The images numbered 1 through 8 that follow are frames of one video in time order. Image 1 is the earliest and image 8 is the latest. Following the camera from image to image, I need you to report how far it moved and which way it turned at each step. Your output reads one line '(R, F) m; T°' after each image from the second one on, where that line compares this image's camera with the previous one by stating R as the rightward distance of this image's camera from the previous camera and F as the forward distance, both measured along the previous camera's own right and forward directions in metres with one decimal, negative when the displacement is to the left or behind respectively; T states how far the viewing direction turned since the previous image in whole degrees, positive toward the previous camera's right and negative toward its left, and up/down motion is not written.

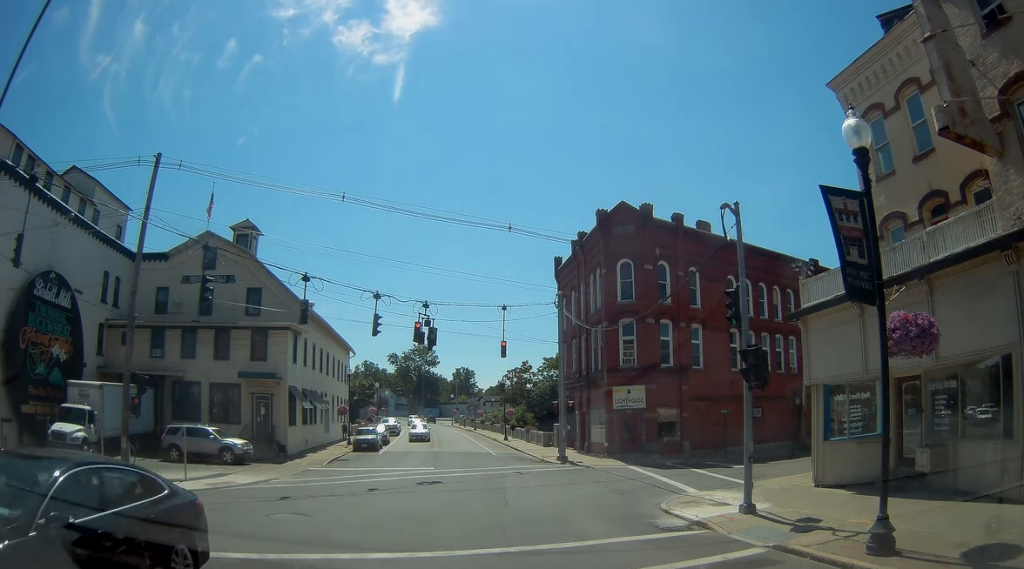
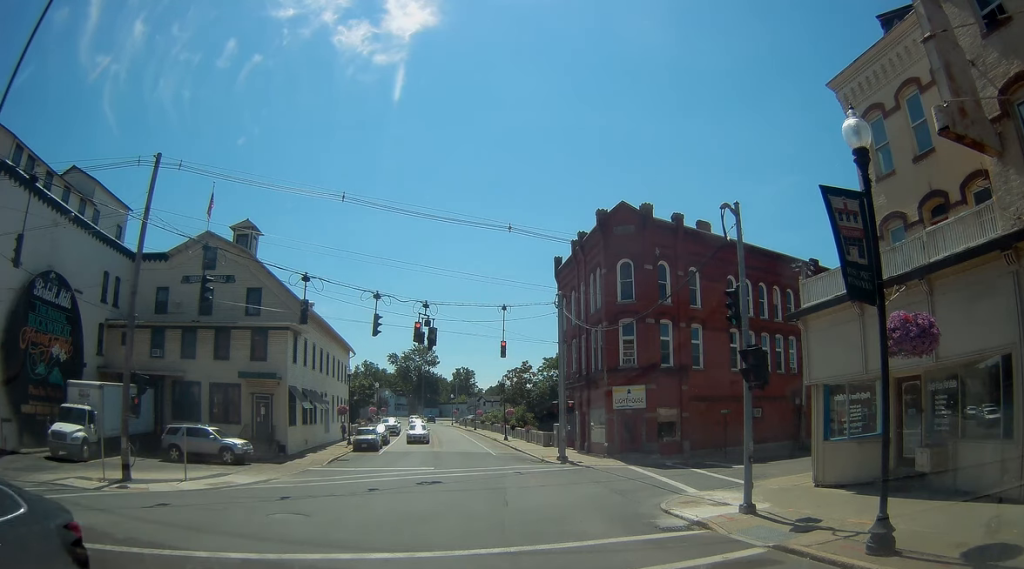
(0.0, 0.0) m; 0°
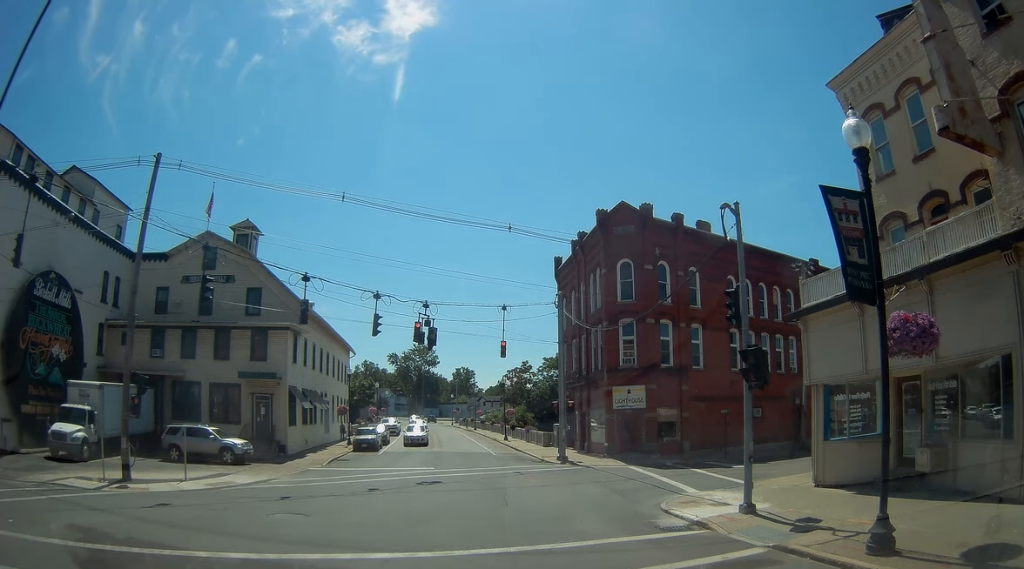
(0.0, 0.0) m; 0°
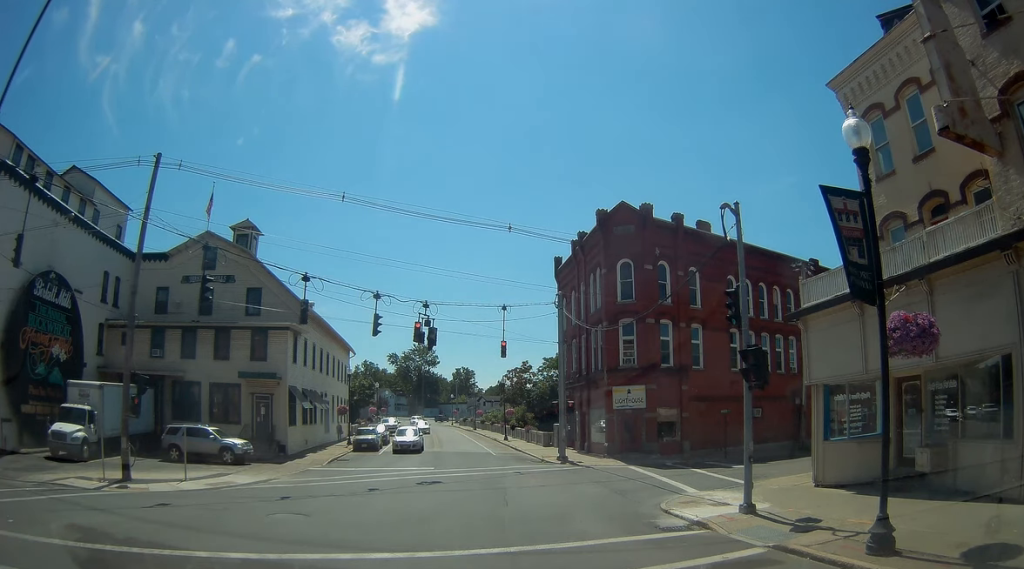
(0.0, +0.3) m; 0°
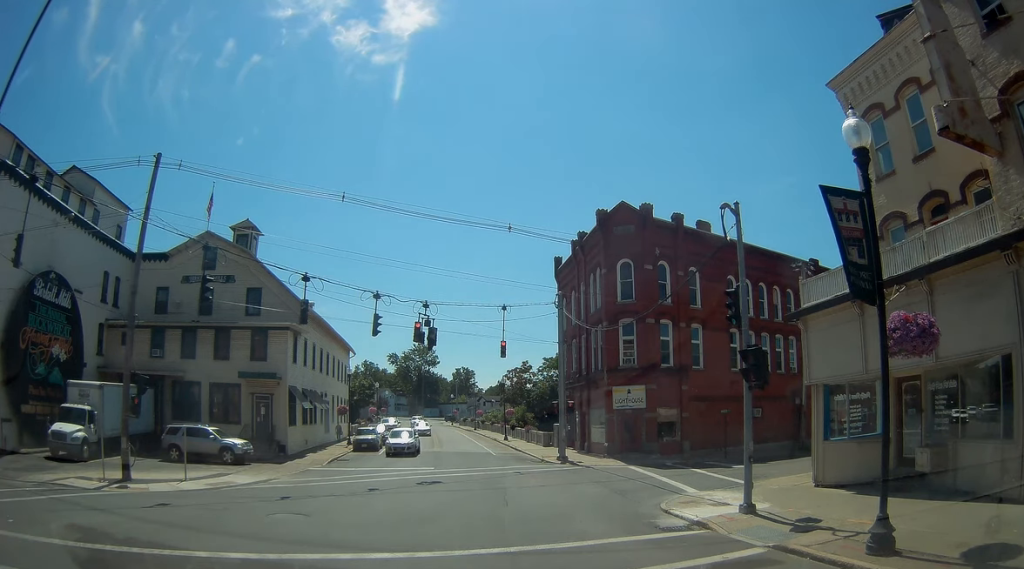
(0.0, 0.0) m; 0°
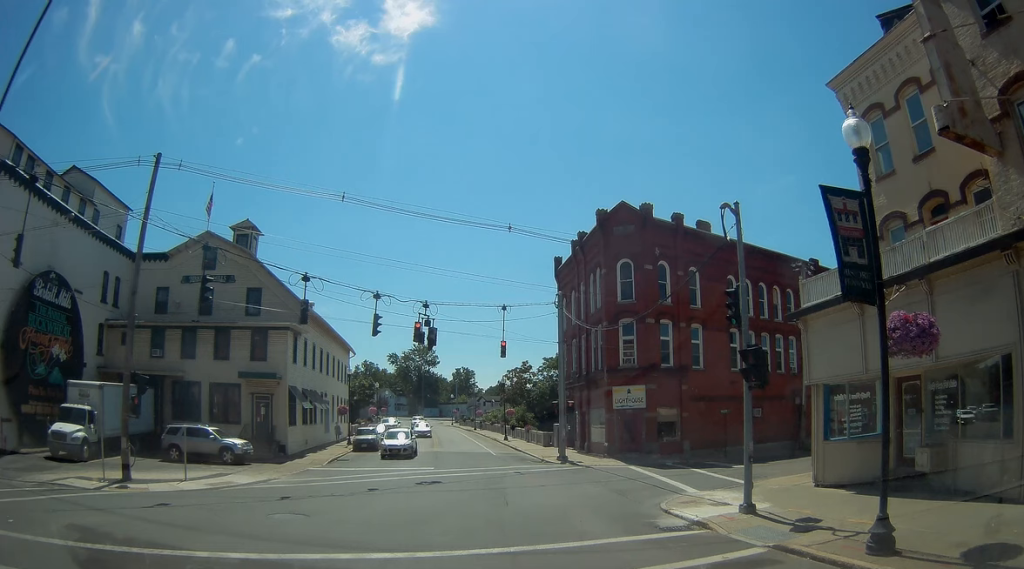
(0.0, 0.0) m; 0°
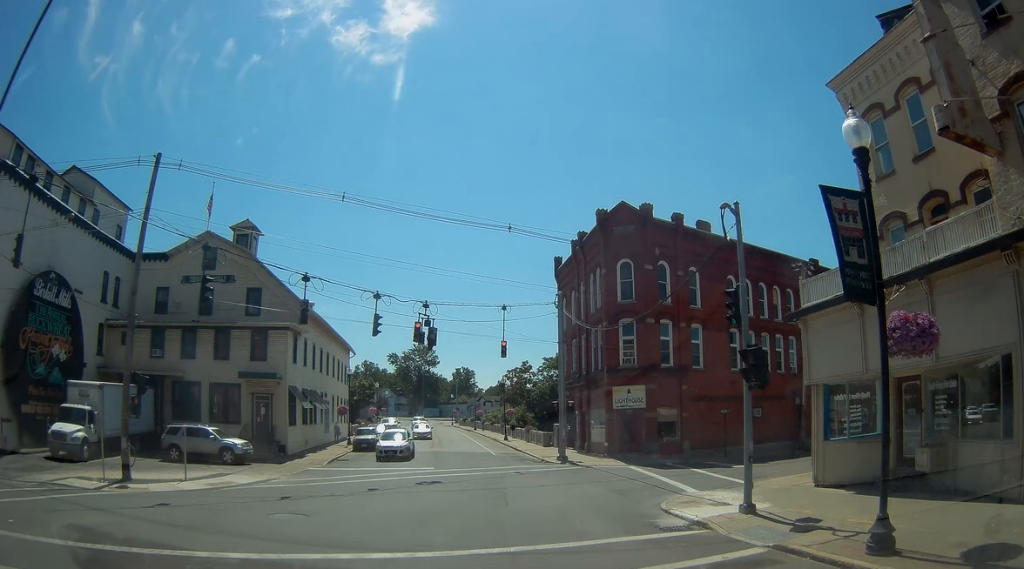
(0.0, 0.0) m; 0°
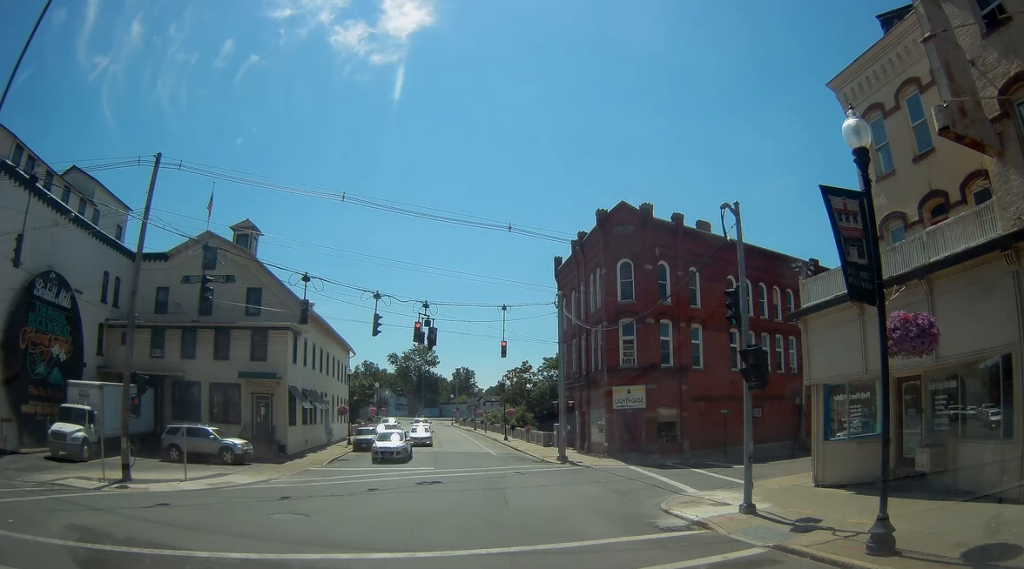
(0.0, +0.6) m; 0°
